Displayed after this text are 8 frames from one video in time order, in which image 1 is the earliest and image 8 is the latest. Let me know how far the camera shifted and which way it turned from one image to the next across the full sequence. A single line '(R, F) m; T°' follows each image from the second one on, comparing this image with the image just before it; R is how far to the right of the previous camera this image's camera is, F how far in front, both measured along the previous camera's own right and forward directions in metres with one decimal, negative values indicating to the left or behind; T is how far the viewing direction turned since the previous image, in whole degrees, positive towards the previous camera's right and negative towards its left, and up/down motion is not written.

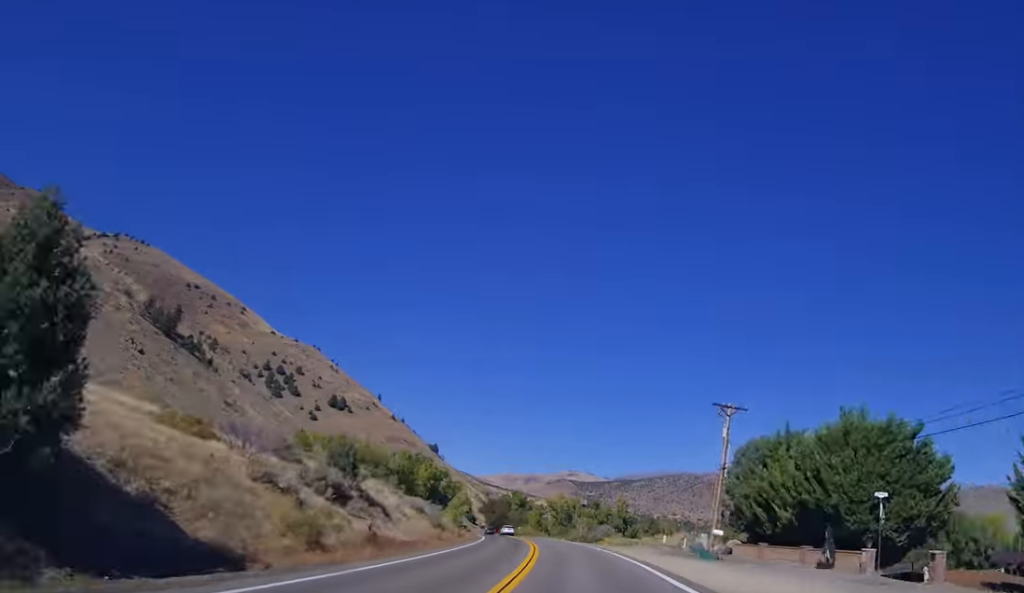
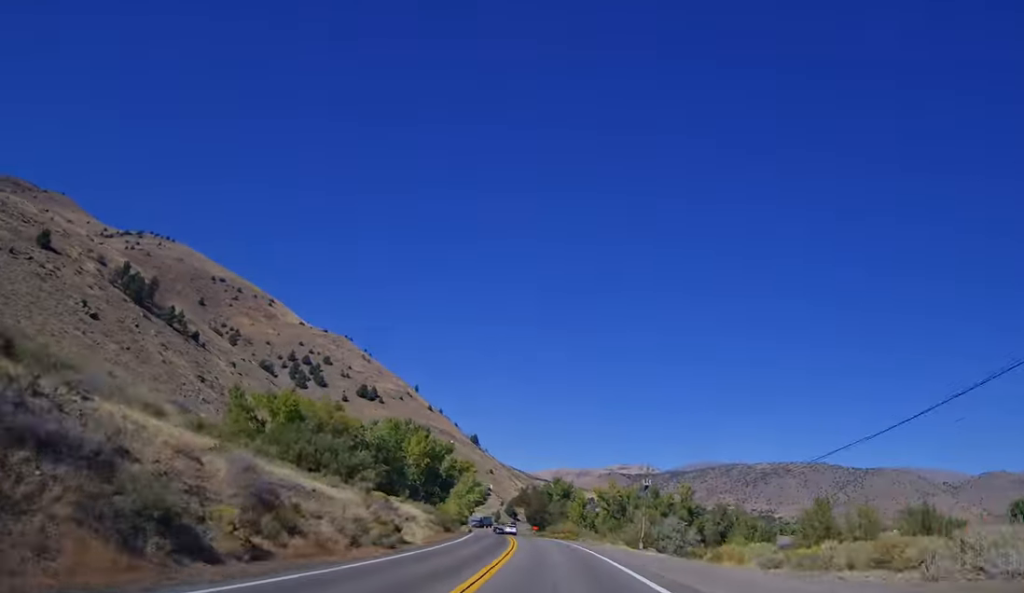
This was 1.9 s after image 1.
(0.0, +43.6) m; -2°
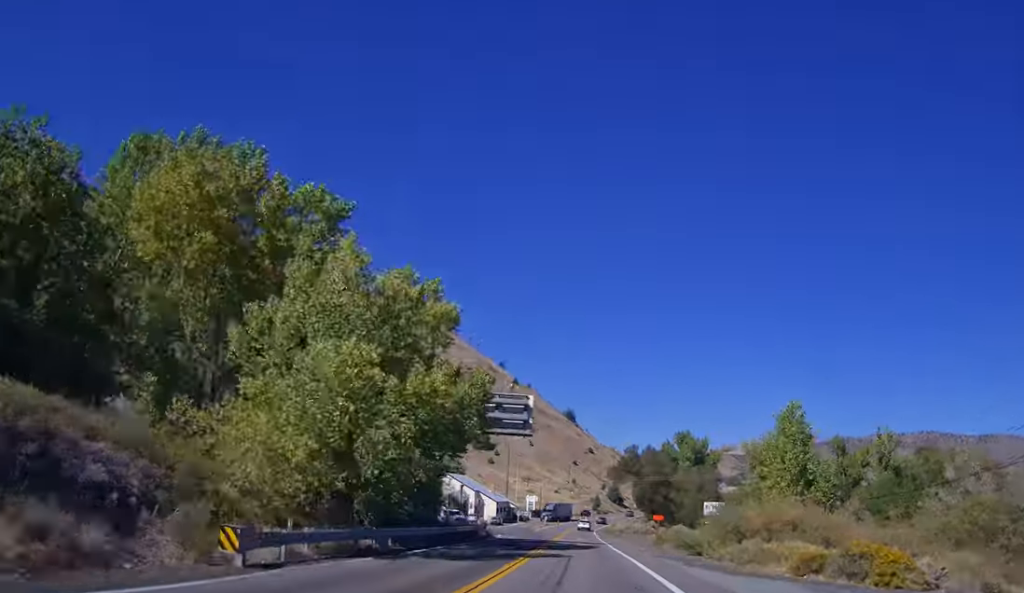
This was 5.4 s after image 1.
(-7.7, +80.4) m; -11°
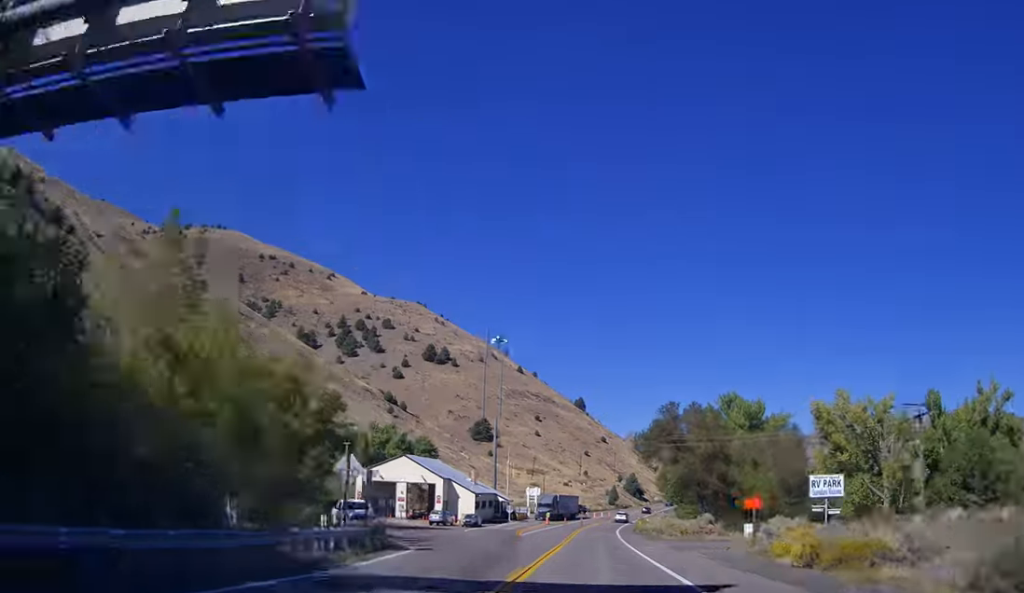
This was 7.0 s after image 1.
(-0.7, +35.8) m; -2°
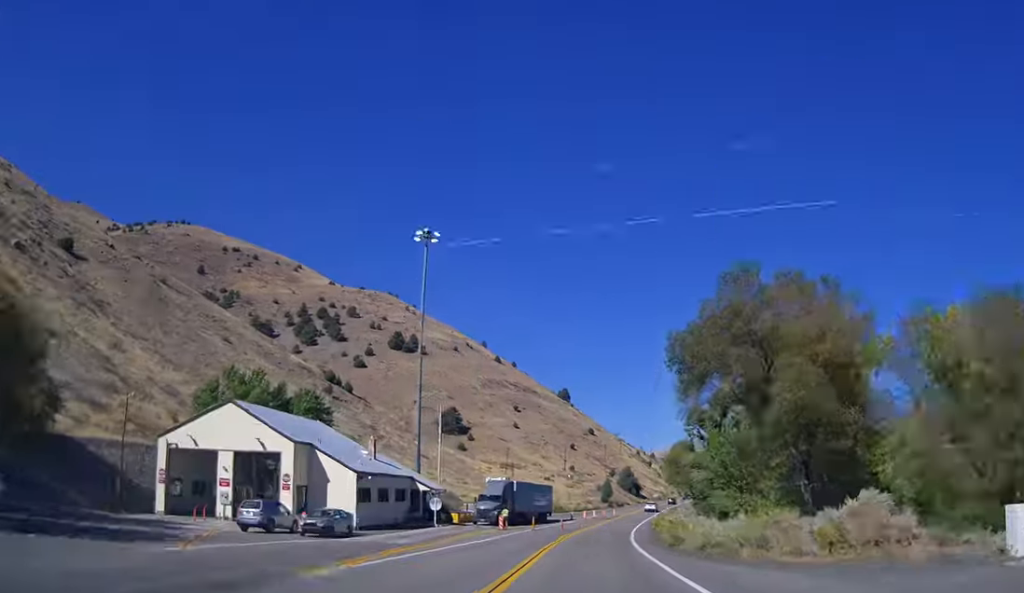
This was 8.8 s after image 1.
(-0.6, +39.6) m; 0°
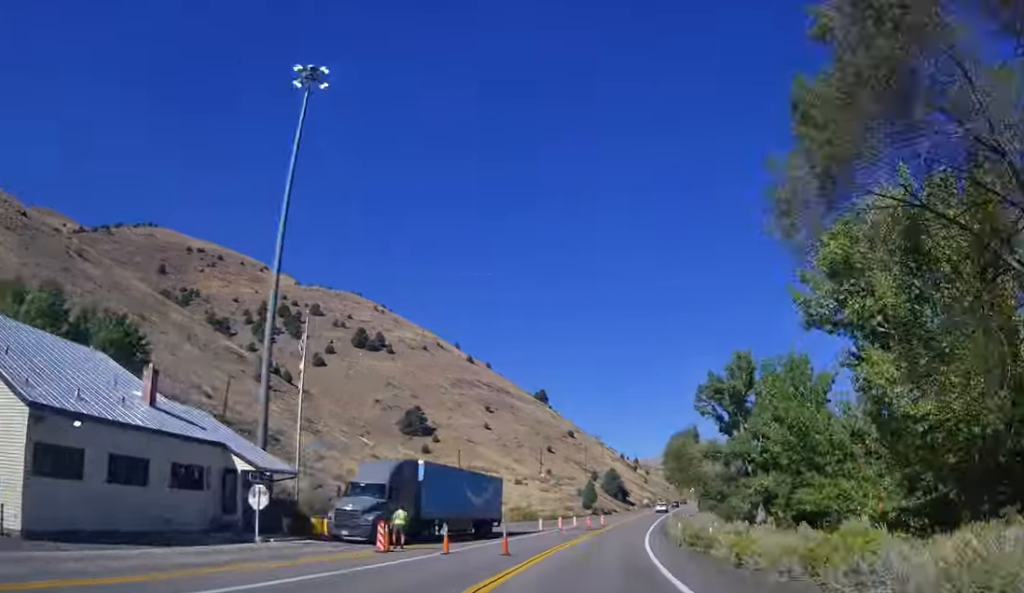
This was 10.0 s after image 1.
(+0.3, +26.2) m; +2°
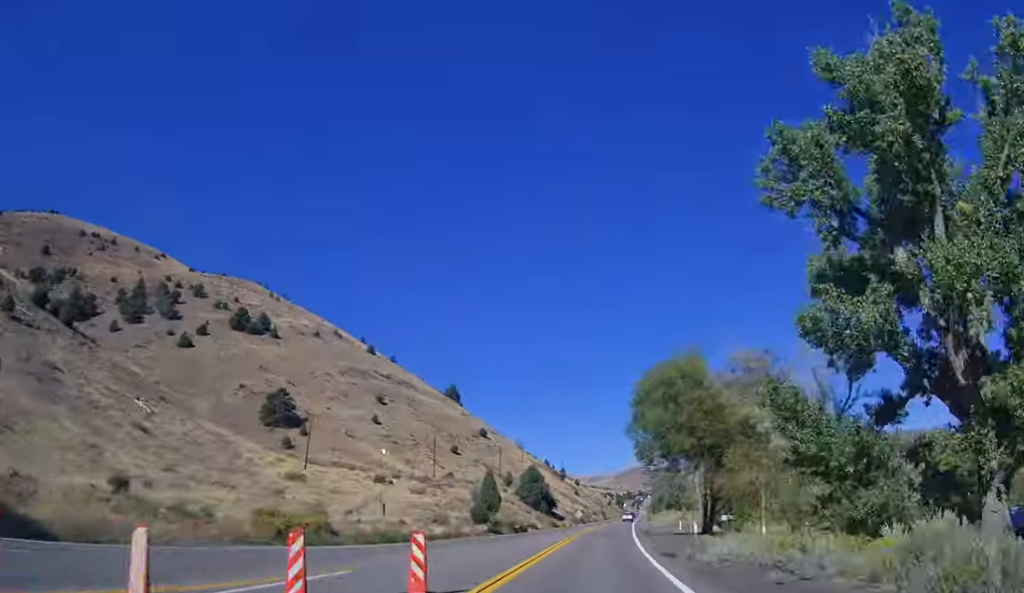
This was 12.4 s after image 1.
(+1.9, +52.5) m; +5°
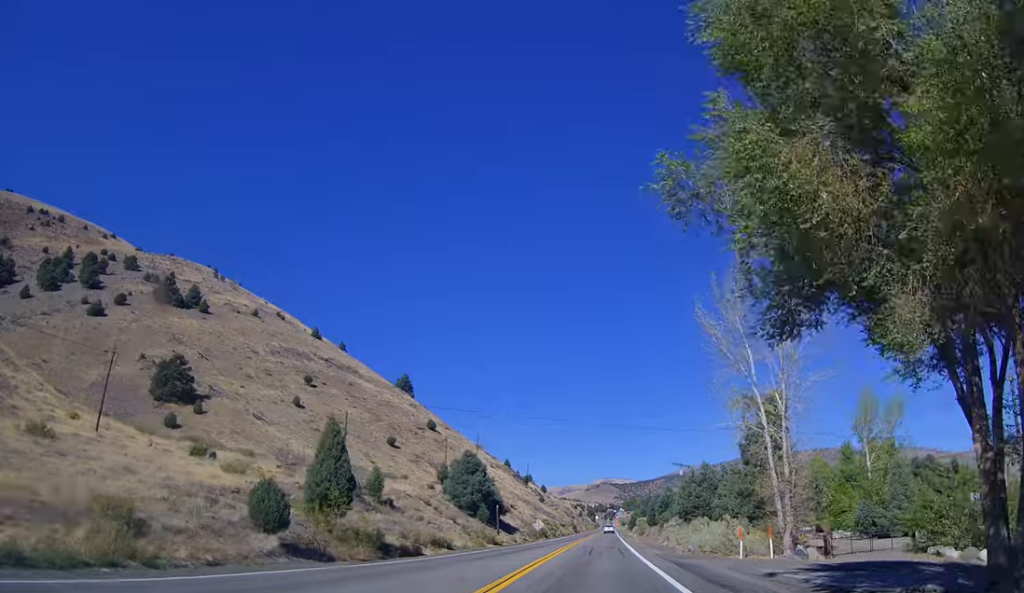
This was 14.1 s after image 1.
(+1.4, +37.2) m; +3°
